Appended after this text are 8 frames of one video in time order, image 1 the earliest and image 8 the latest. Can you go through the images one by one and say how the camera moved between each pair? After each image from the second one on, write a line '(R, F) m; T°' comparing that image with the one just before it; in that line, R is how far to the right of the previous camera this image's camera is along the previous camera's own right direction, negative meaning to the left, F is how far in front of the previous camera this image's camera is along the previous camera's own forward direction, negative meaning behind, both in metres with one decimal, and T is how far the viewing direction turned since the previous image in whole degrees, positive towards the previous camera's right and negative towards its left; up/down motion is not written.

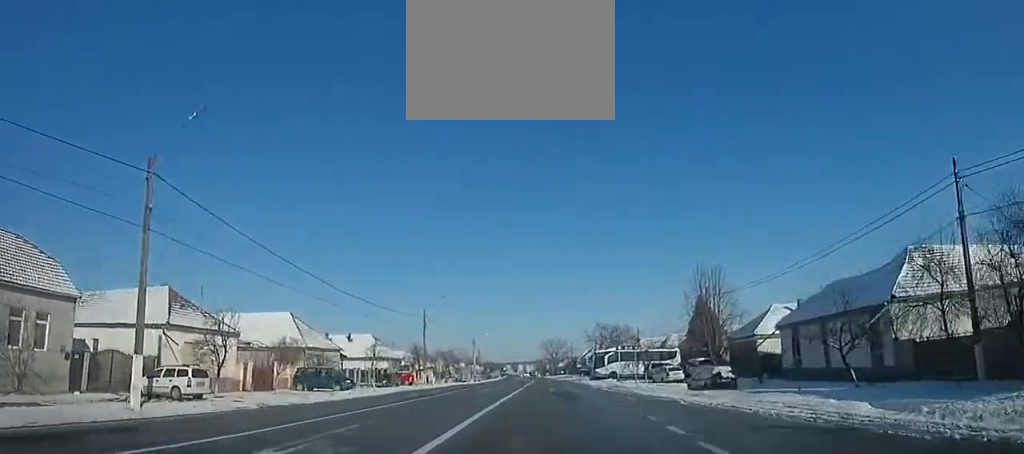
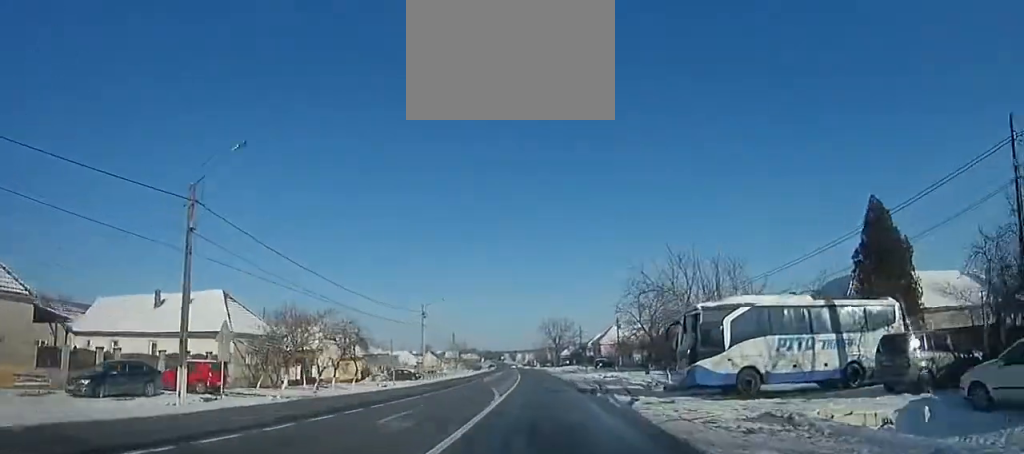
(0.0, +35.9) m; 0°
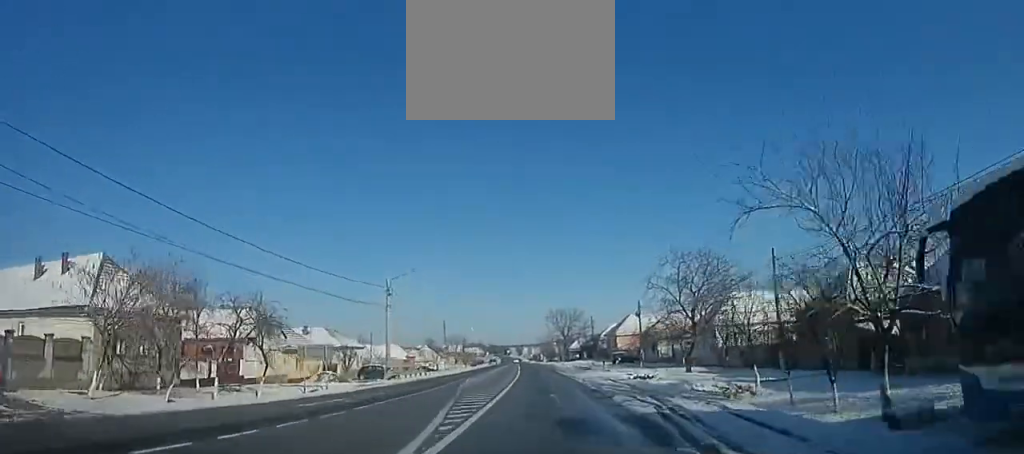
(0.0, +13.8) m; 0°
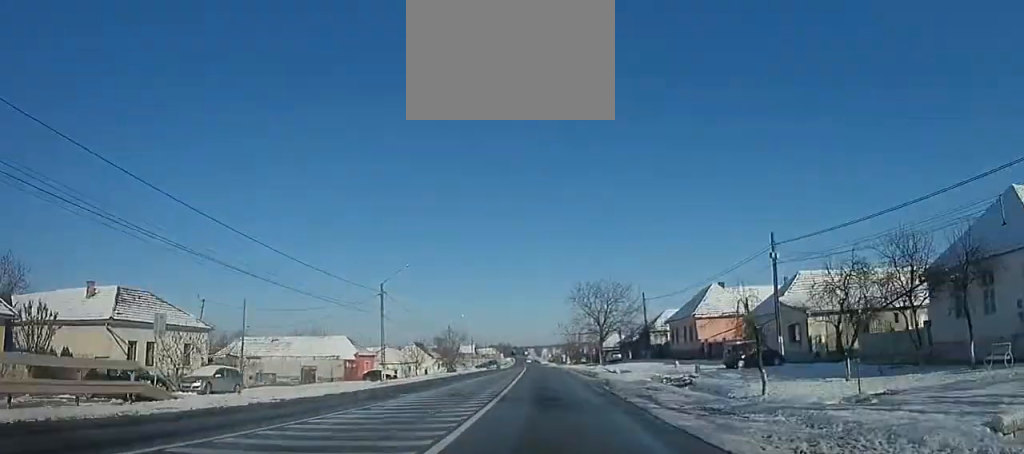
(0.0, +36.9) m; -1°
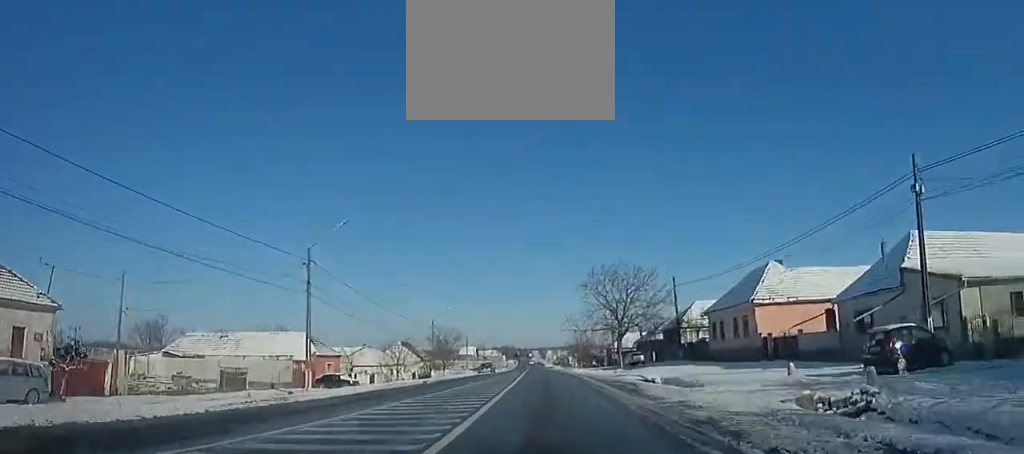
(+0.2, +13.5) m; -1°
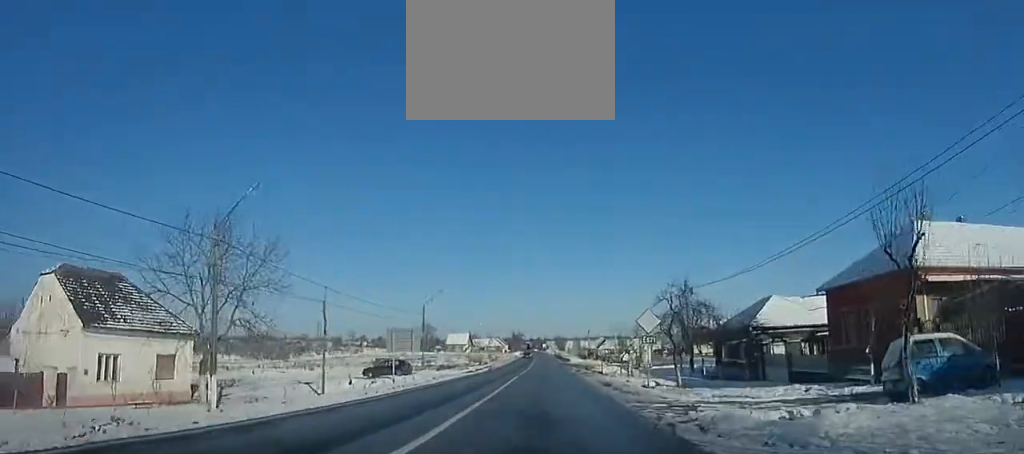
(-3.7, +80.6) m; -3°
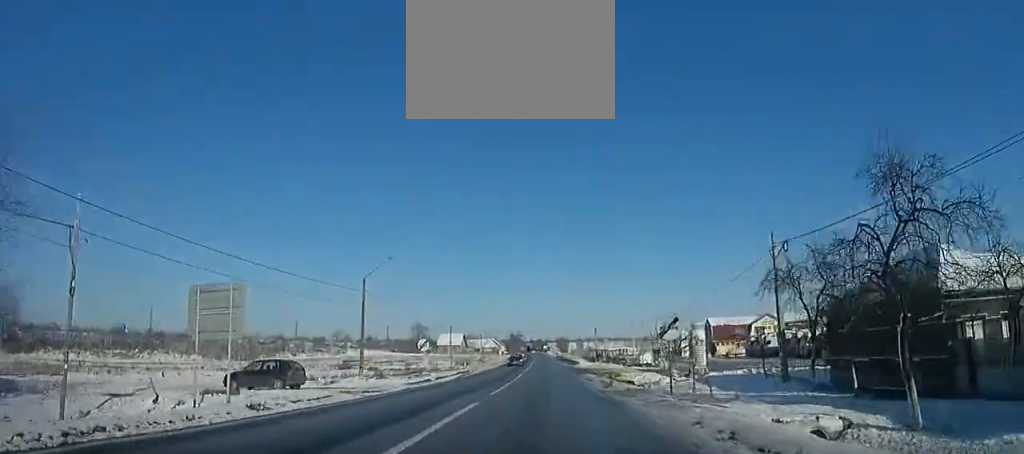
(0.0, +19.1) m; 0°
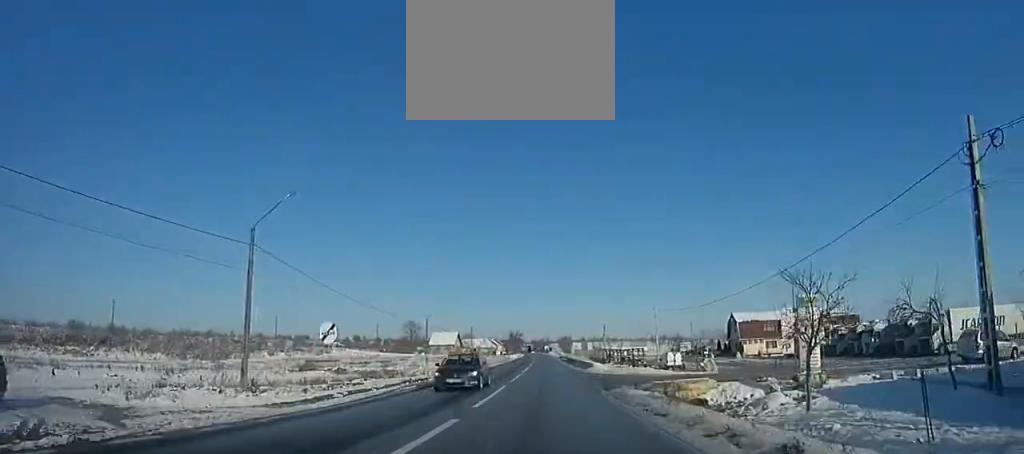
(0.0, +15.5) m; 0°
